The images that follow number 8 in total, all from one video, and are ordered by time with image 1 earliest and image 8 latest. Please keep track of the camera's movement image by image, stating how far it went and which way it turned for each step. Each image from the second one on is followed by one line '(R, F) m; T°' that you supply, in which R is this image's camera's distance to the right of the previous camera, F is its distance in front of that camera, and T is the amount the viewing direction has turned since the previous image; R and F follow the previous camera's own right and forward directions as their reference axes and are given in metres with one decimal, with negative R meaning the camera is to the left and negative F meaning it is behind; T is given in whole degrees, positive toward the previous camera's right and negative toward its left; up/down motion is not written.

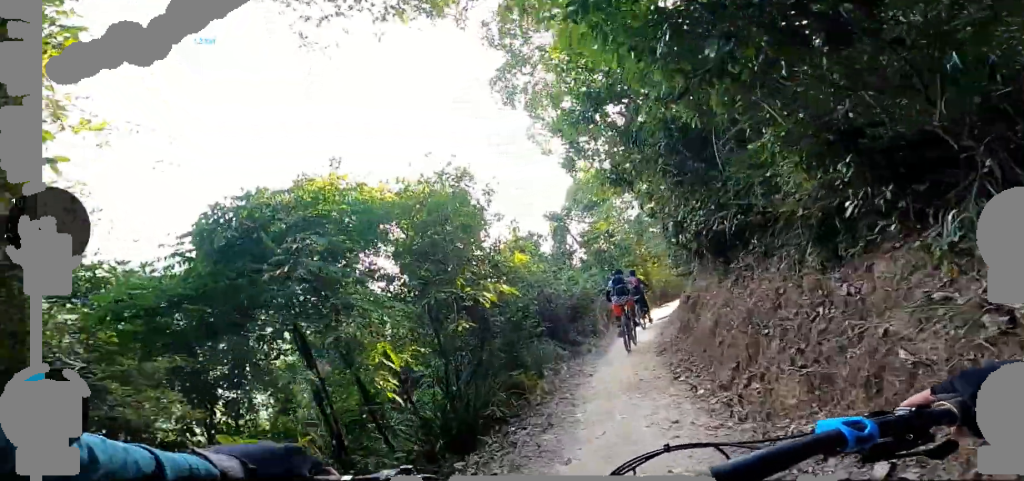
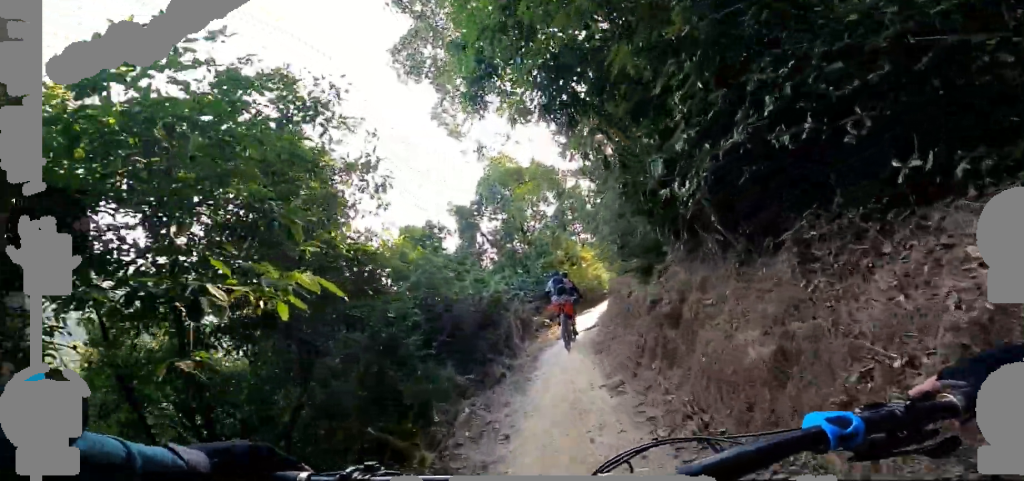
(-0.3, +1.6) m; +13°
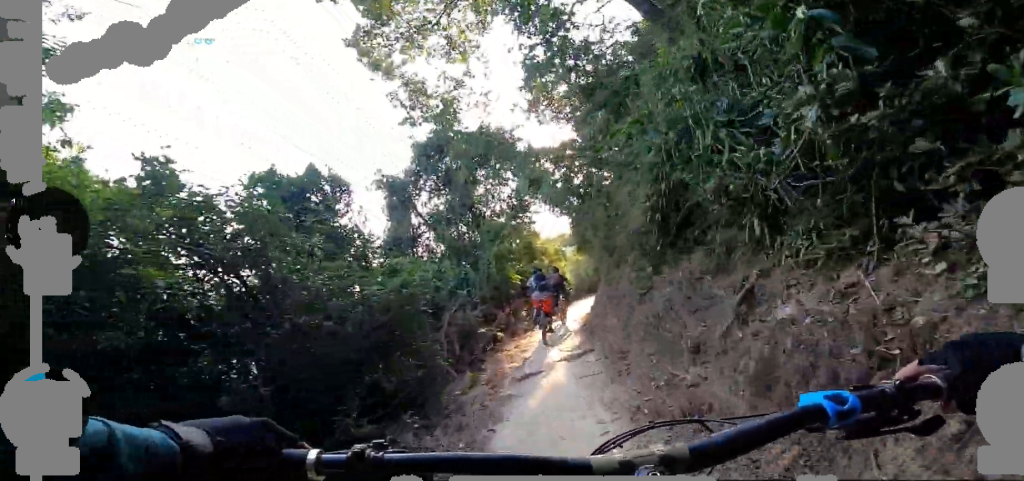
(+1.4, +3.4) m; +20°
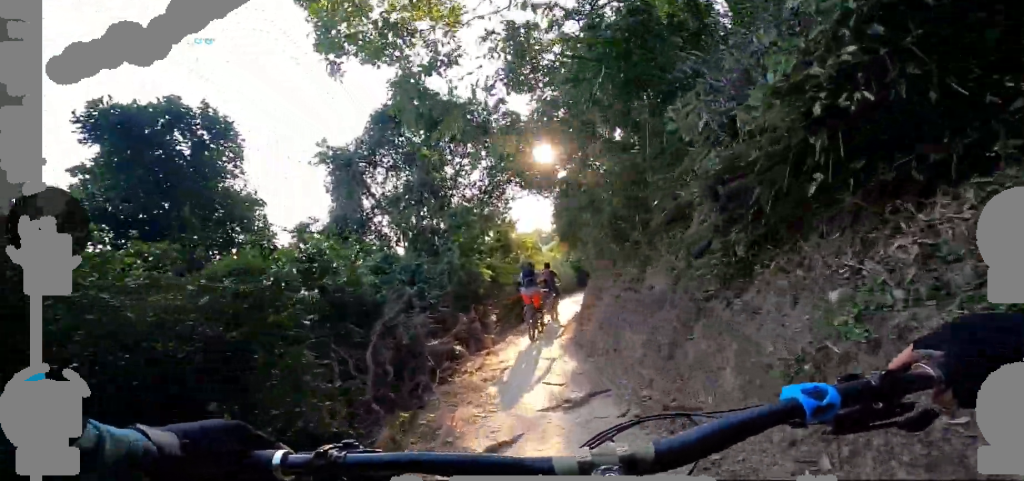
(0.0, +2.1) m; -5°
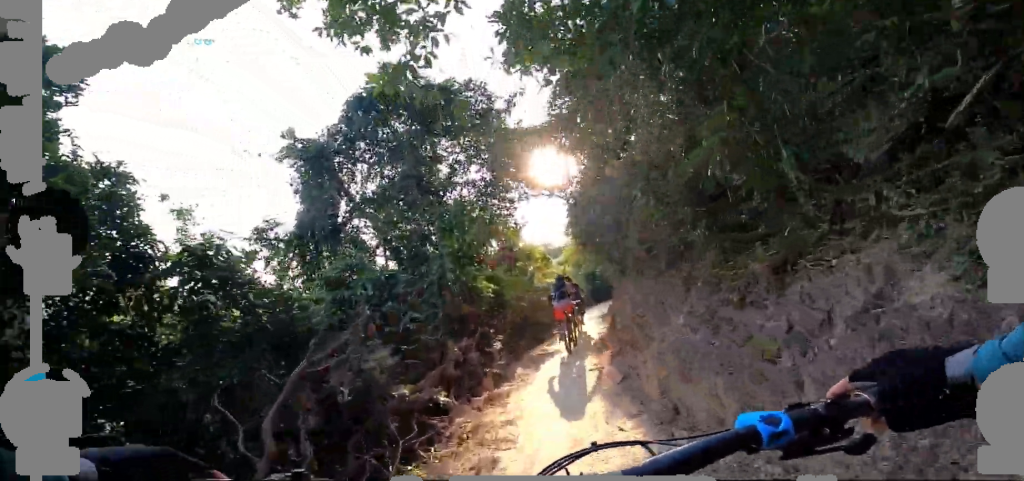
(-0.1, +2.1) m; -1°
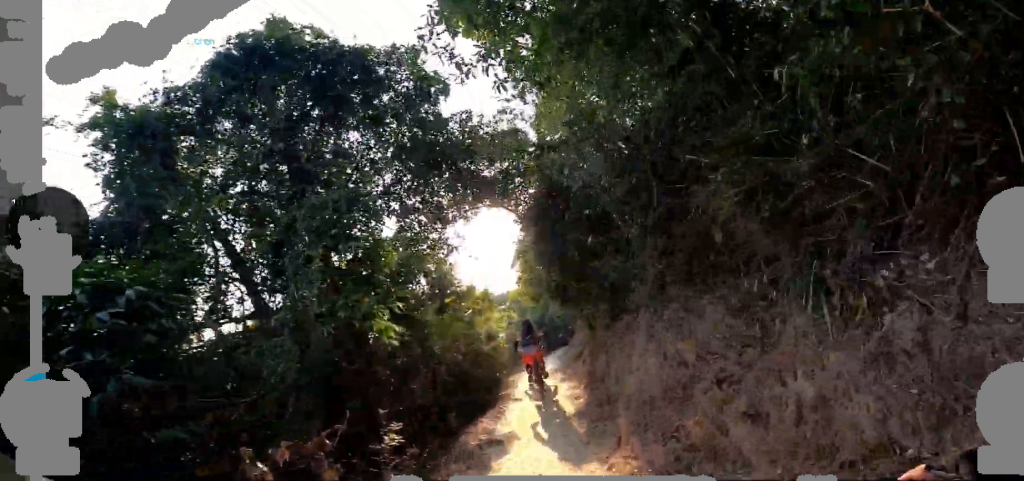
(-0.3, +3.2) m; +1°
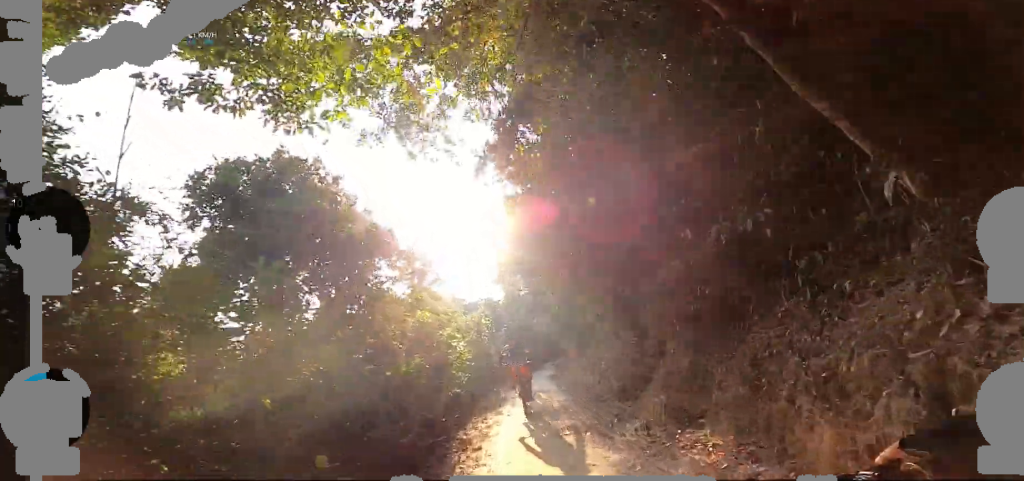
(+0.2, +6.9) m; -1°
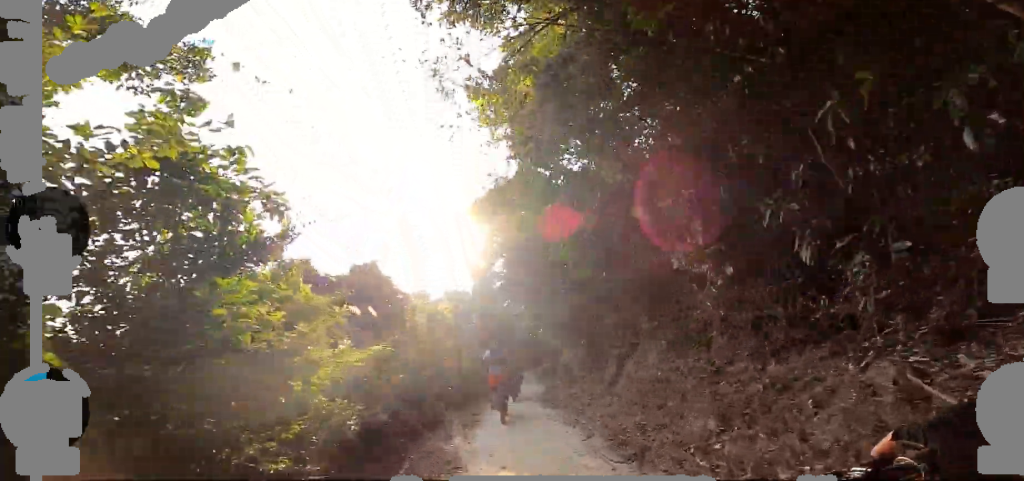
(+0.1, +5.6) m; +6°
